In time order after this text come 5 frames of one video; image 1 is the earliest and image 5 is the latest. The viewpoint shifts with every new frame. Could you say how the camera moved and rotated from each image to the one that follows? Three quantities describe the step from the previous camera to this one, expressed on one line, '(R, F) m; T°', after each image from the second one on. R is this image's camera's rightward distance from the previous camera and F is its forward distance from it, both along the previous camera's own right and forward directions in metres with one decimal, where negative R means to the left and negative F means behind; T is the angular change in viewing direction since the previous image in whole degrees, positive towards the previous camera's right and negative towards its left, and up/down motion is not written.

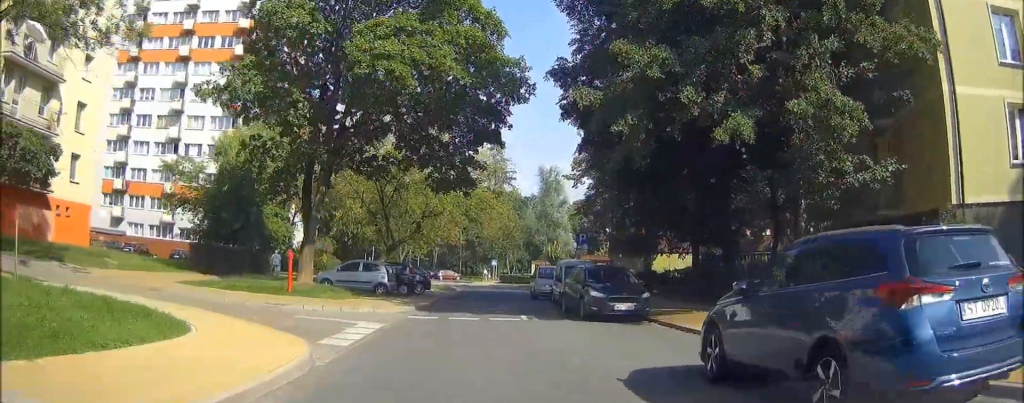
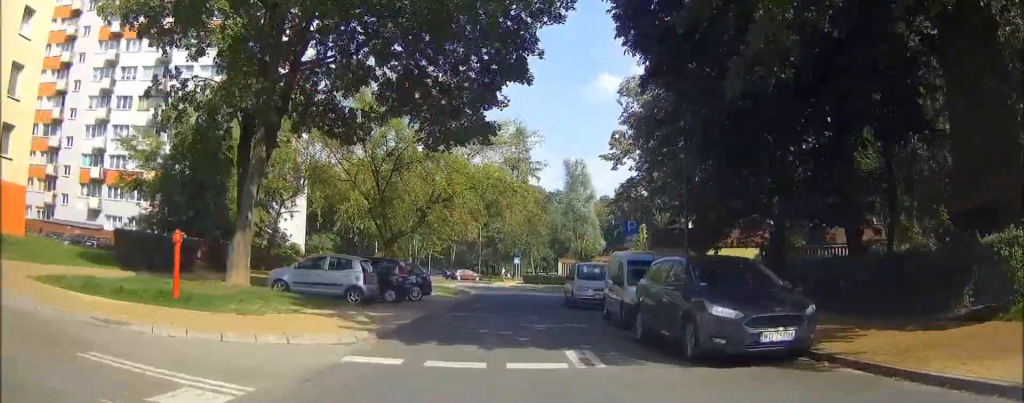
(-0.5, +9.6) m; -3°
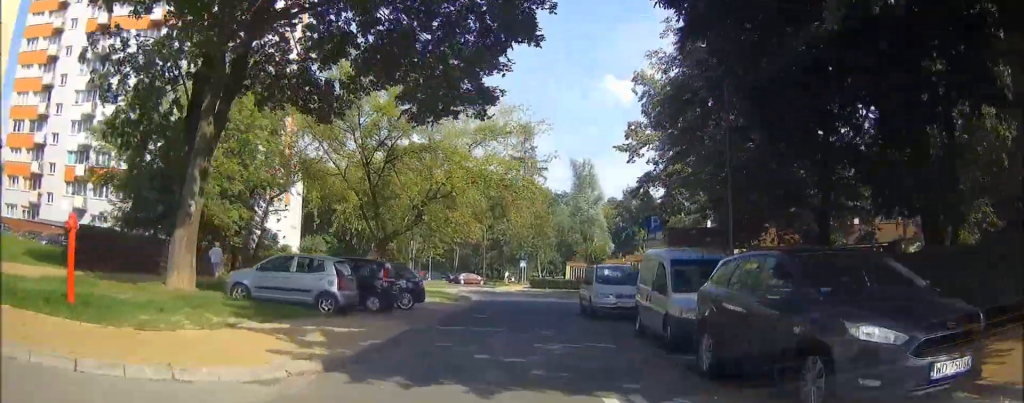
(0.0, +3.8) m; 0°
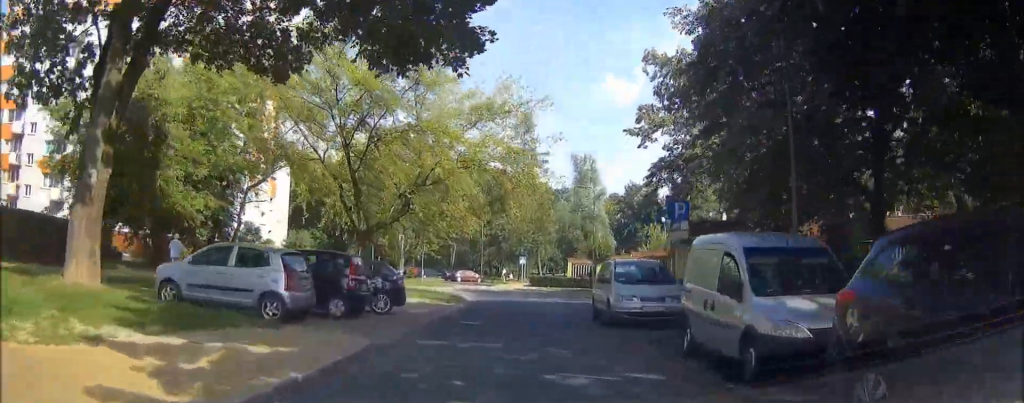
(0.0, +3.9) m; 0°
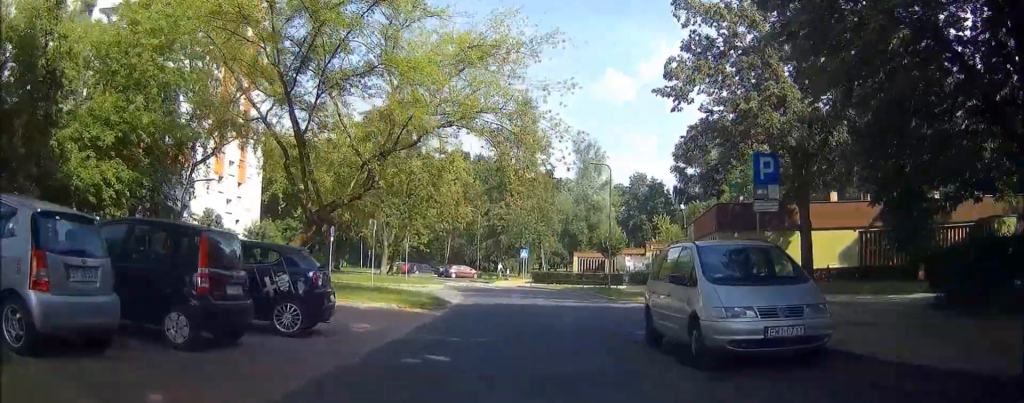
(0.0, +7.6) m; +1°
